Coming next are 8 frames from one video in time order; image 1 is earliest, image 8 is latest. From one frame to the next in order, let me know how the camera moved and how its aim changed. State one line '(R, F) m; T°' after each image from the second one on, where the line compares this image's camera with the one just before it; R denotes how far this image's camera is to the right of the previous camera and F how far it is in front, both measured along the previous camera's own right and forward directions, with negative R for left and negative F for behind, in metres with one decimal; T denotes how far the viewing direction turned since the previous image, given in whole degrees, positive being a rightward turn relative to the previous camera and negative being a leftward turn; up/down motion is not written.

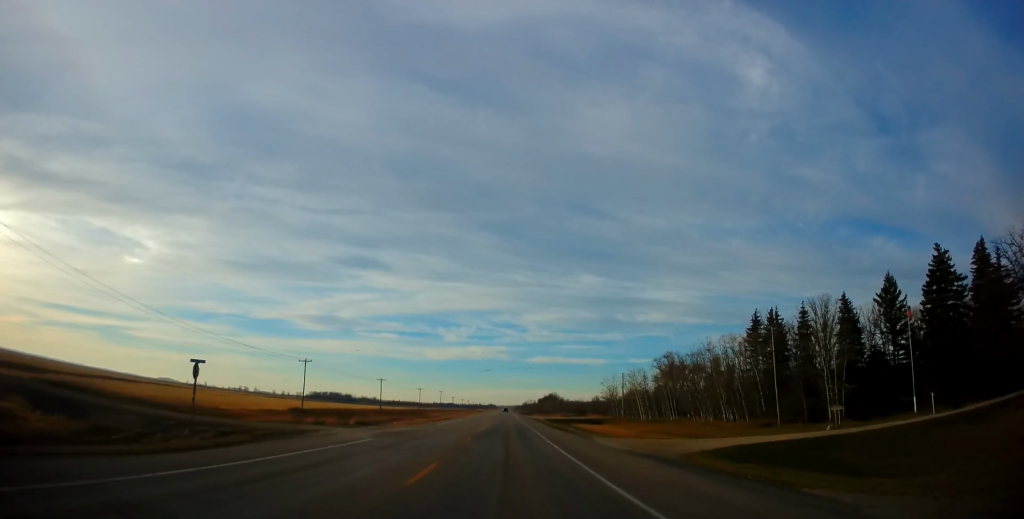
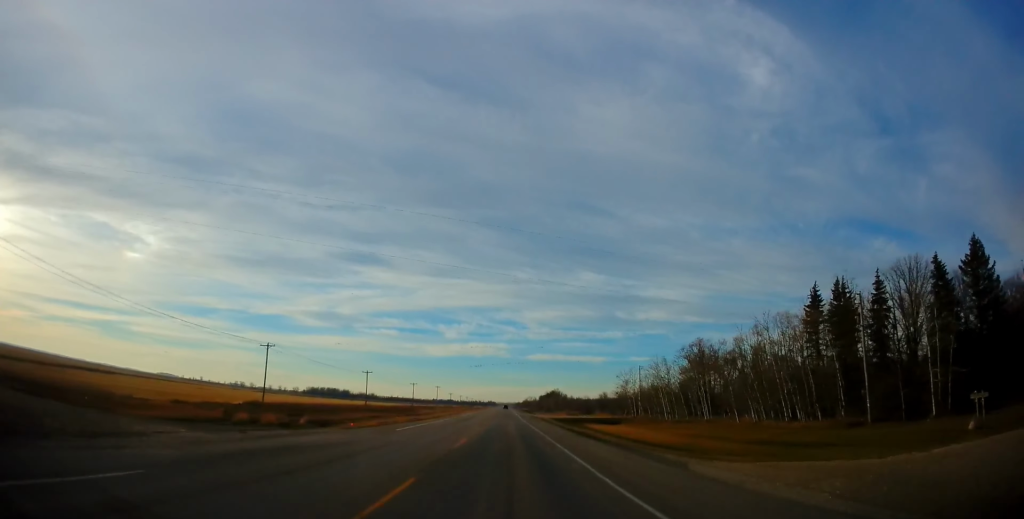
(-0.2, +15.9) m; 0°
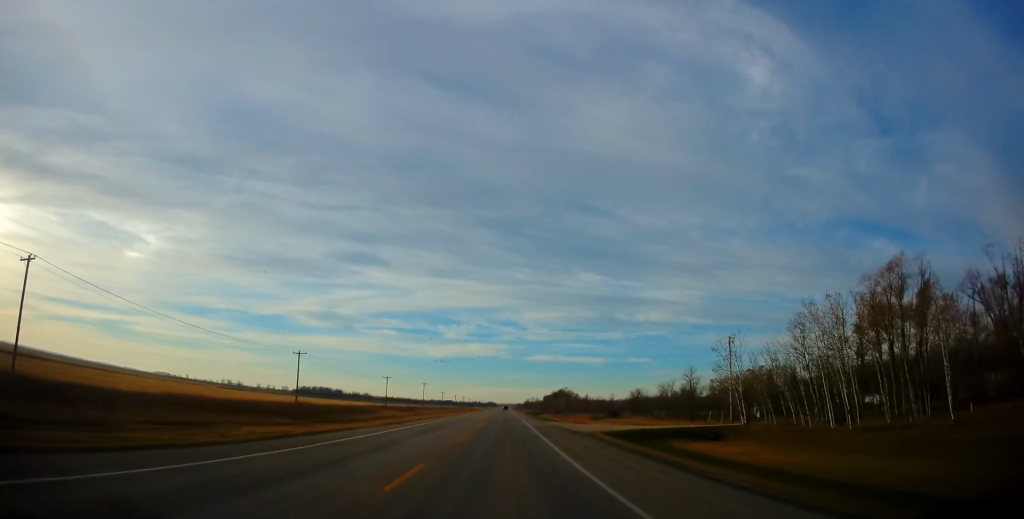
(0.0, +45.3) m; -1°
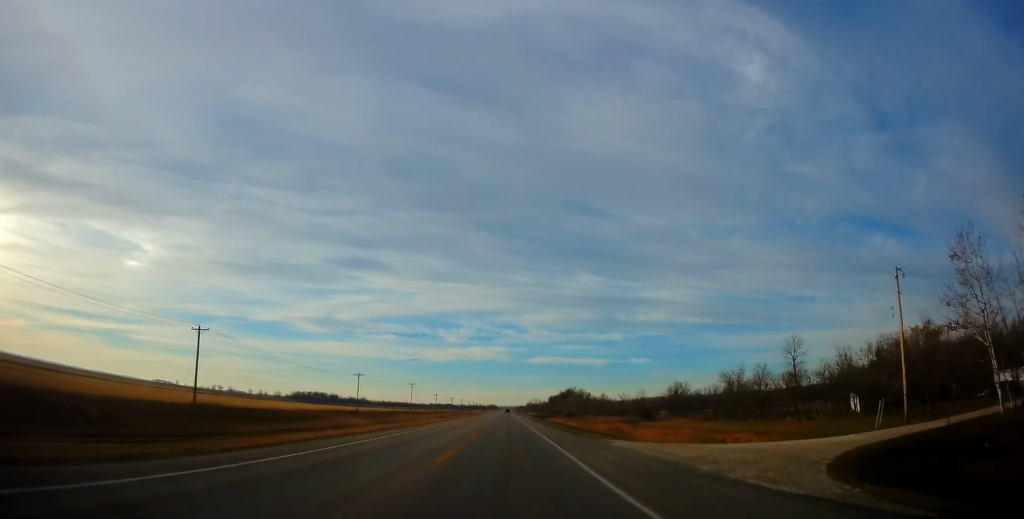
(-0.1, +30.8) m; 0°
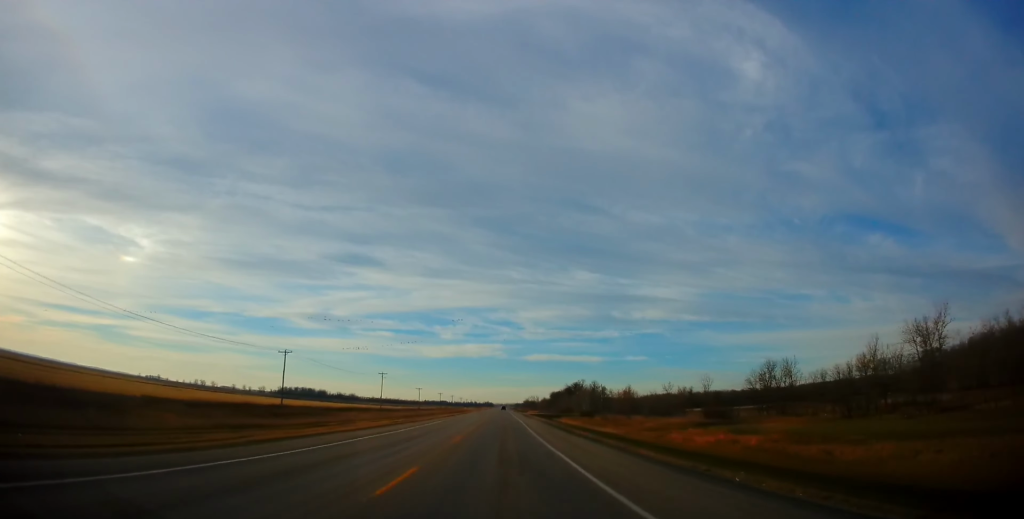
(0.0, +39.1) m; 0°
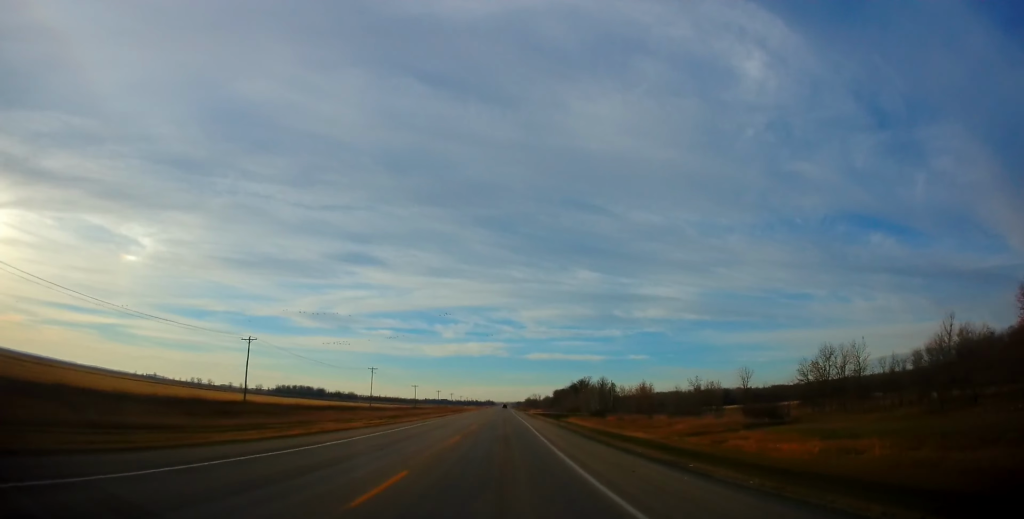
(-0.1, +12.2) m; 0°
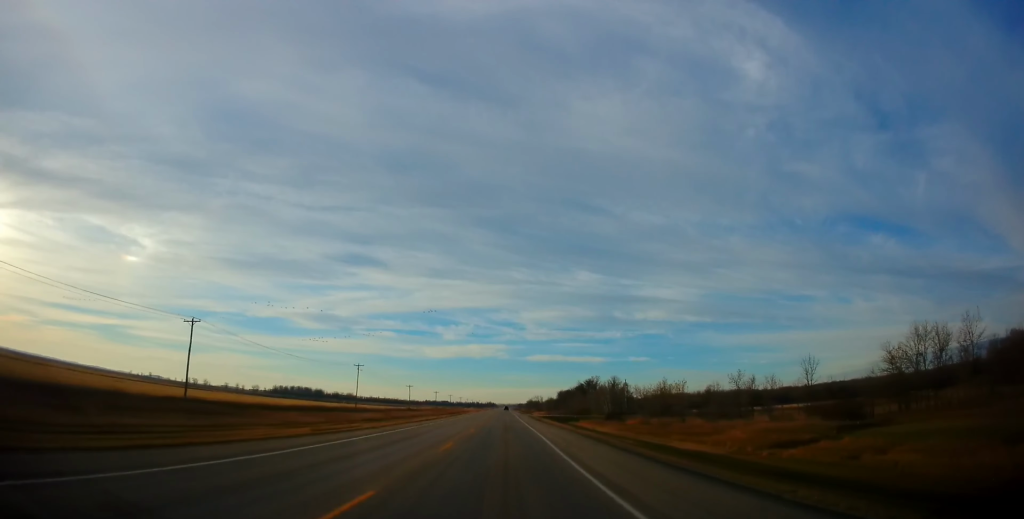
(0.0, +12.9) m; 0°
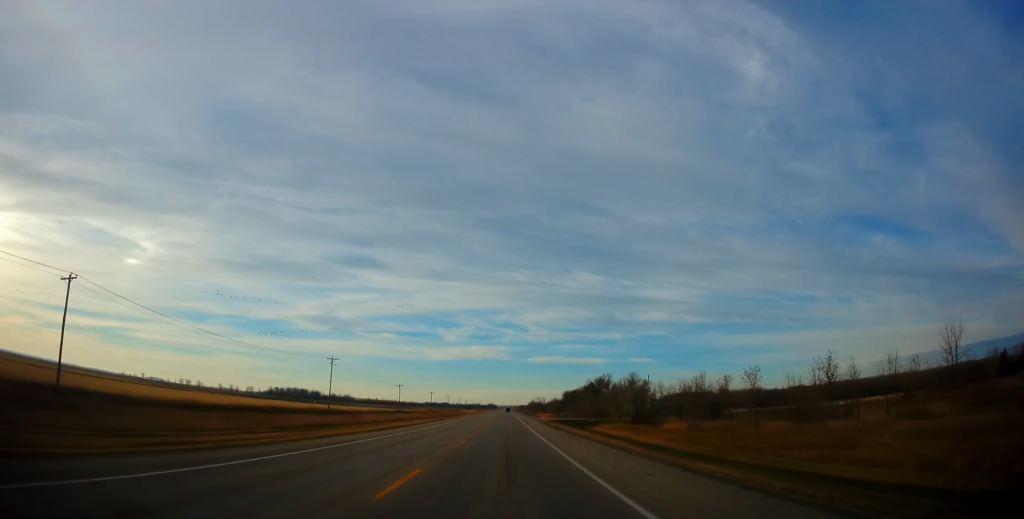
(0.0, +17.1) m; 0°
